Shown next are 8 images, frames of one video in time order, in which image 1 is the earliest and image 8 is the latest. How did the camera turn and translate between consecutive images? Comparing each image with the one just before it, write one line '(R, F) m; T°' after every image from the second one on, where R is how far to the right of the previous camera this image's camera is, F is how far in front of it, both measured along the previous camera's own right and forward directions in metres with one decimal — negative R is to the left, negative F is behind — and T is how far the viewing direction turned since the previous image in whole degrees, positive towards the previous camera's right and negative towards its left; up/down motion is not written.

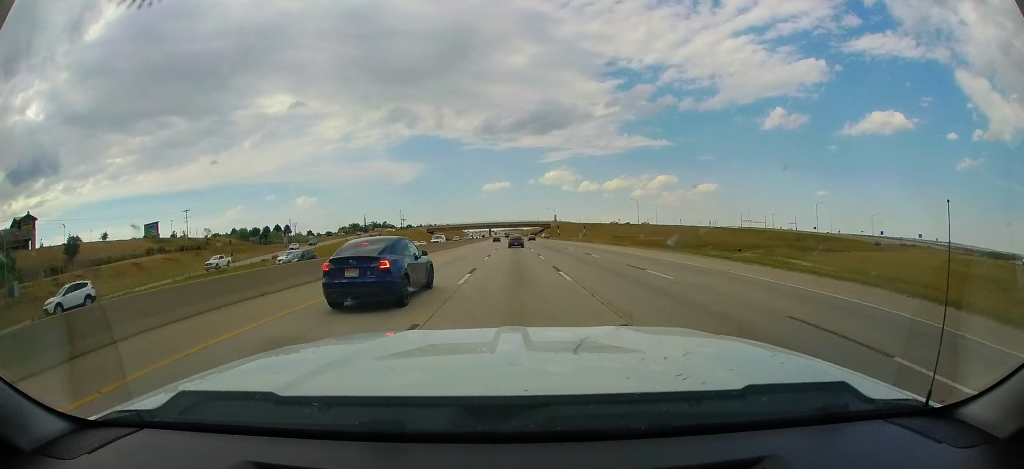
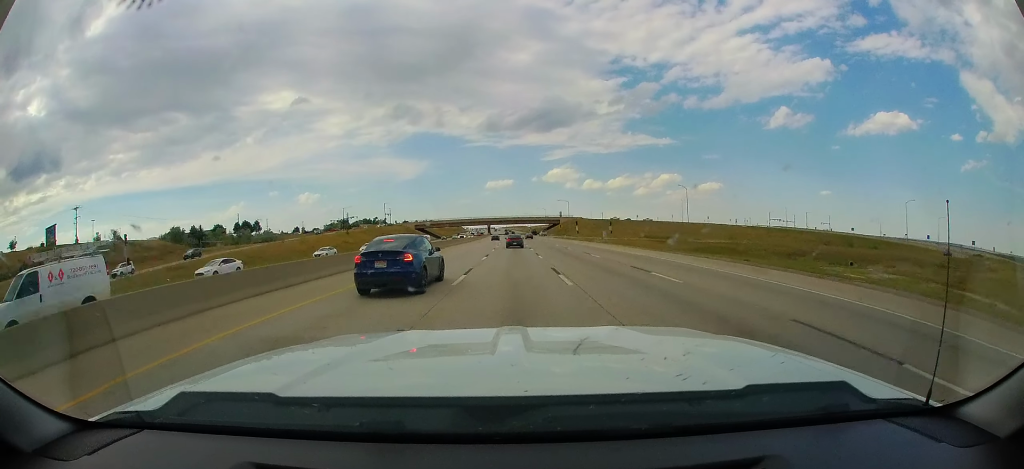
(0.0, +37.2) m; 0°
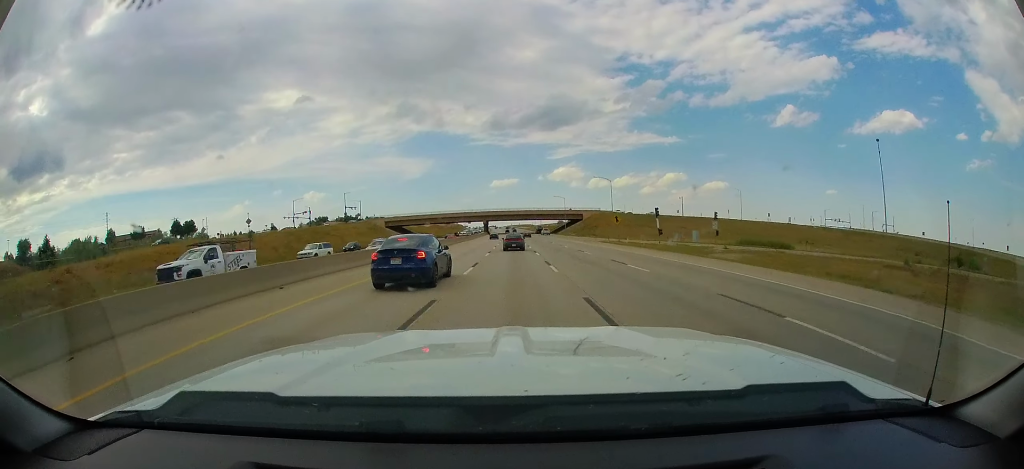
(-0.6, +58.0) m; -1°
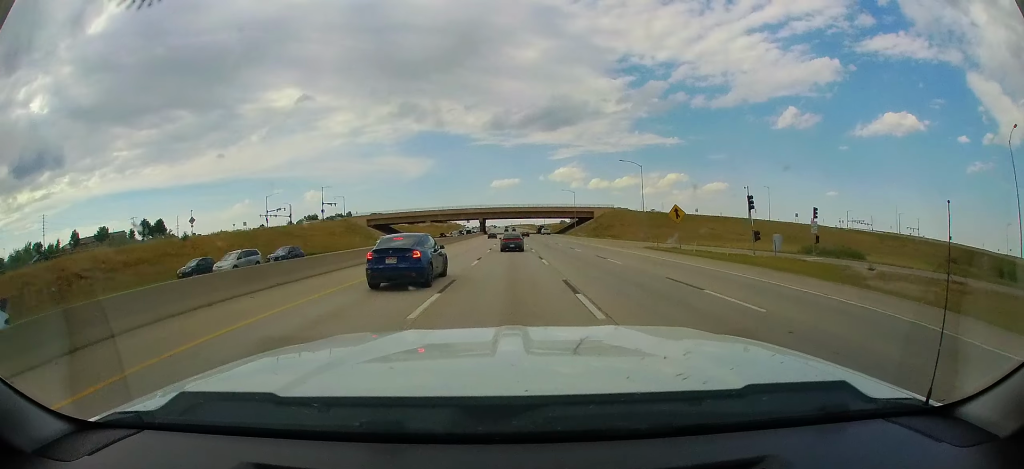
(0.0, +20.8) m; 0°
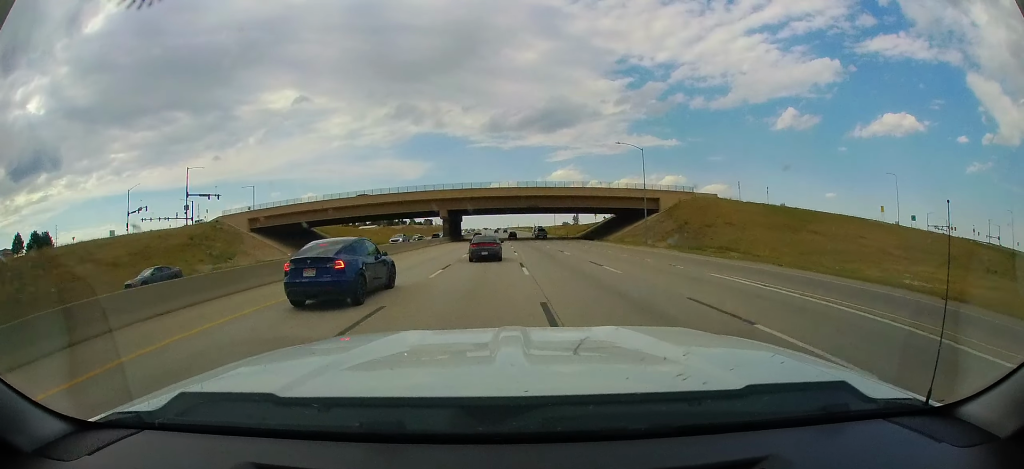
(+0.2, +65.2) m; 0°
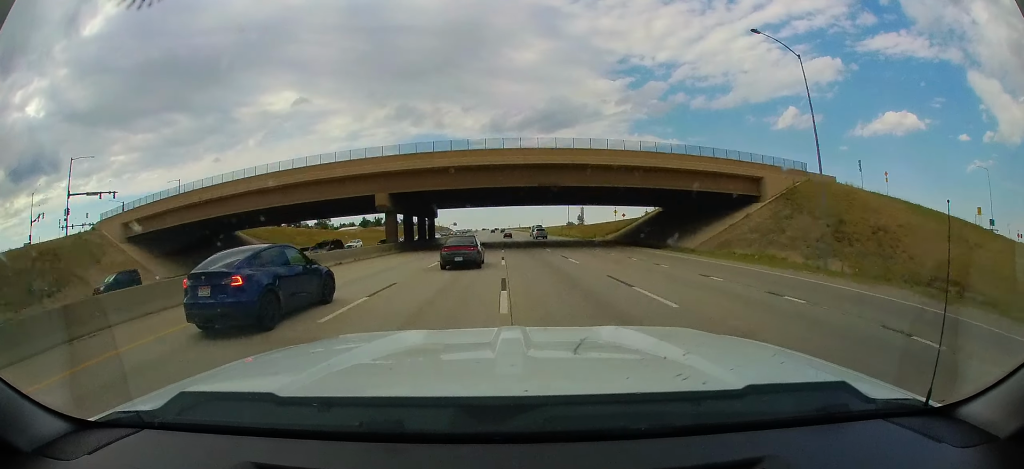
(+0.1, +32.1) m; 0°
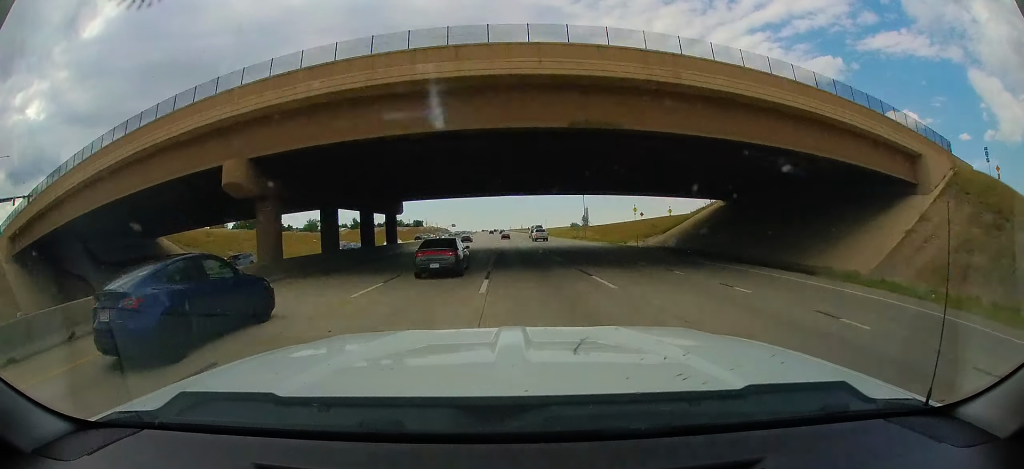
(0.0, +21.0) m; 0°
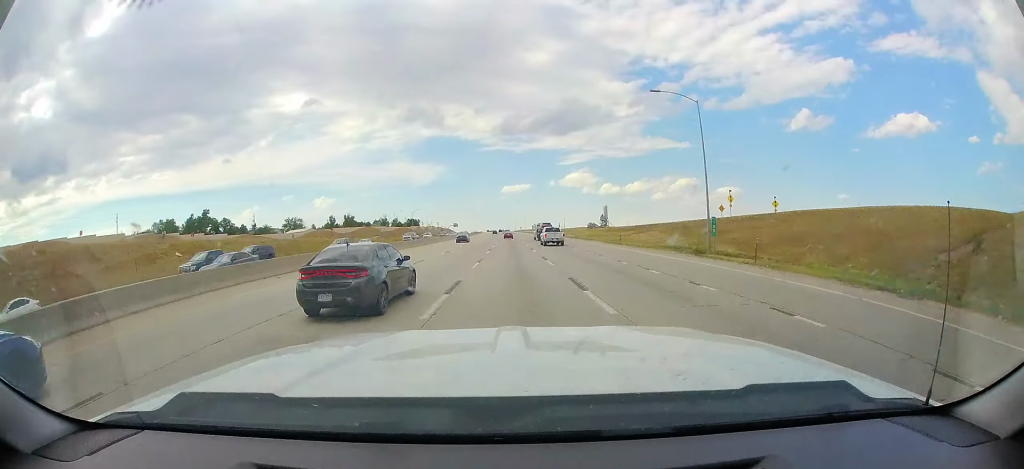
(-0.2, +49.3) m; -1°
